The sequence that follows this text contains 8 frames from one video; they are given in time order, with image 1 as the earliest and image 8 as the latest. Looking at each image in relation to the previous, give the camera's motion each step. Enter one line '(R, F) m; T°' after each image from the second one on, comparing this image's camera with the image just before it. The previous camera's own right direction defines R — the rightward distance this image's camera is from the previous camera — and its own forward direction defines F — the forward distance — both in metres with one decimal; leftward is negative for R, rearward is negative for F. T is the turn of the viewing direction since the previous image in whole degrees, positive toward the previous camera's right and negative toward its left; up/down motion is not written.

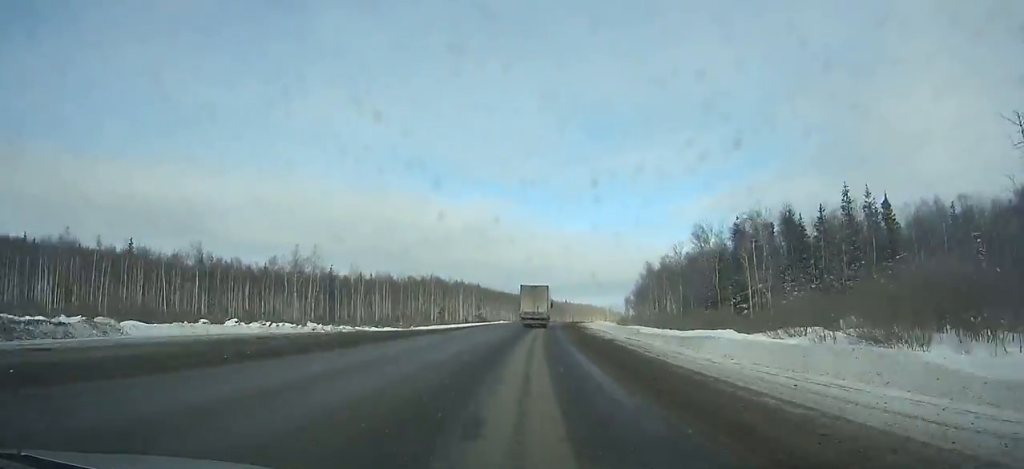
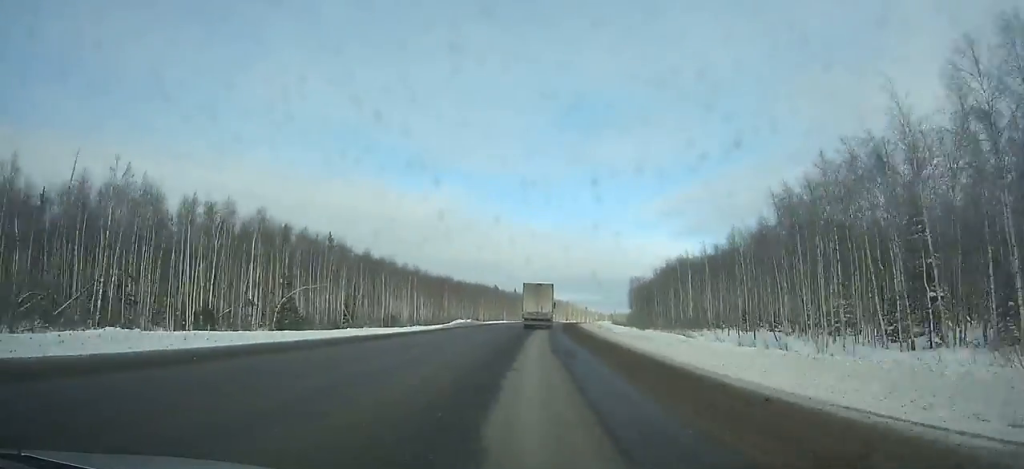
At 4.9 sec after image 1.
(+4.7, +112.9) m; +5°
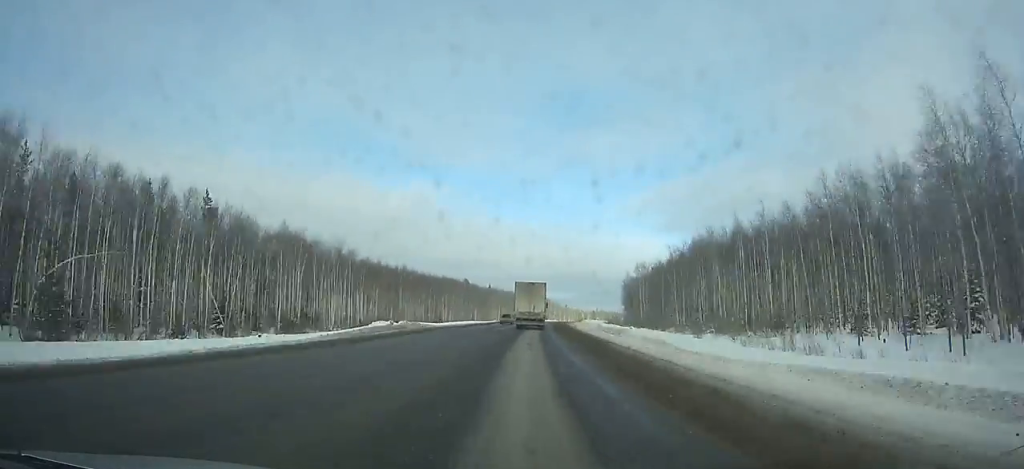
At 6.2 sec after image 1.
(+1.0, +29.9) m; +1°
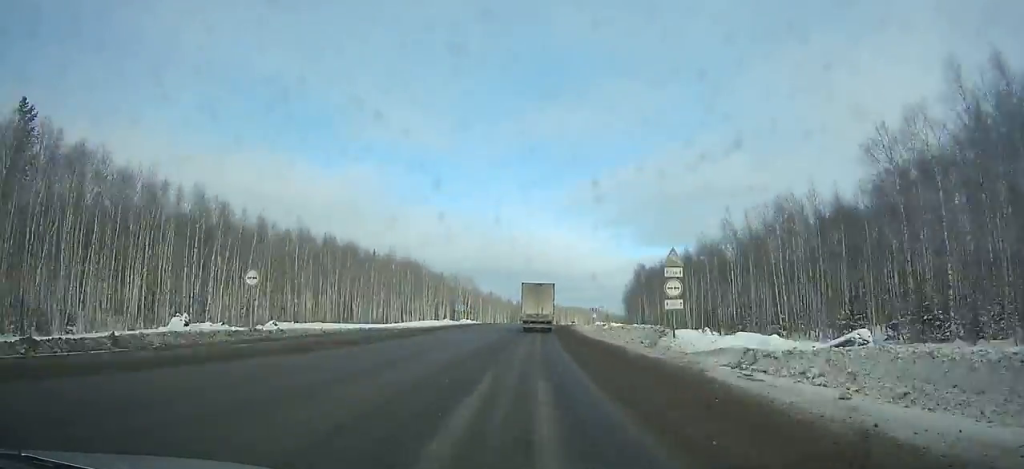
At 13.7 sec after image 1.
(+10.0, +169.8) m; +7°
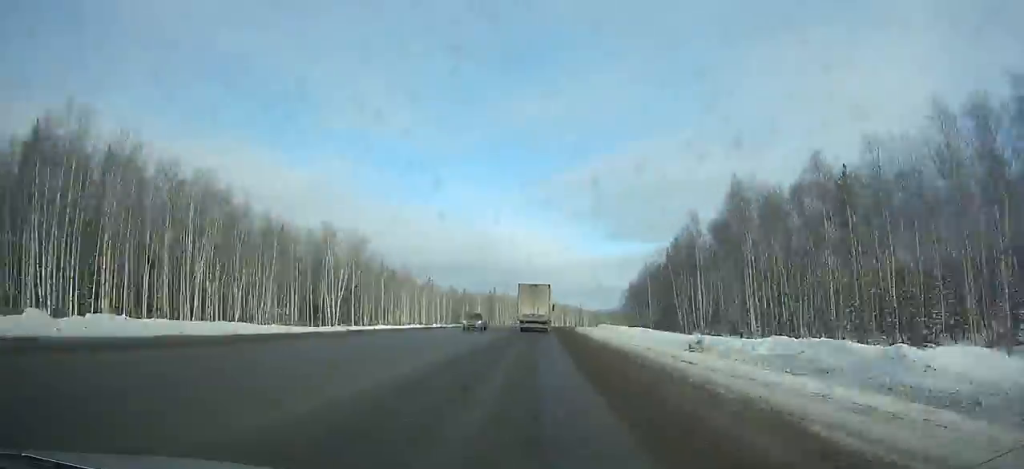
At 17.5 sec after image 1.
(+3.9, +83.6) m; +4°
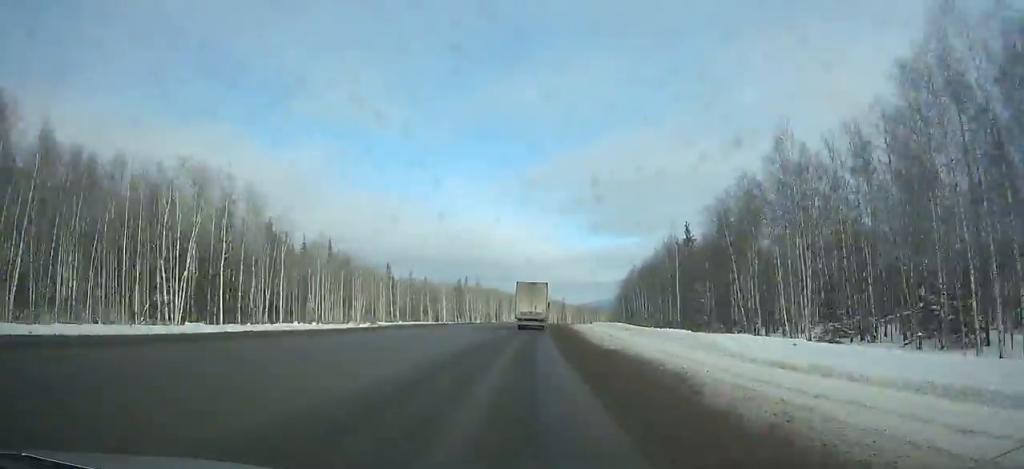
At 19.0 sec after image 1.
(+0.4, +32.8) m; +2°
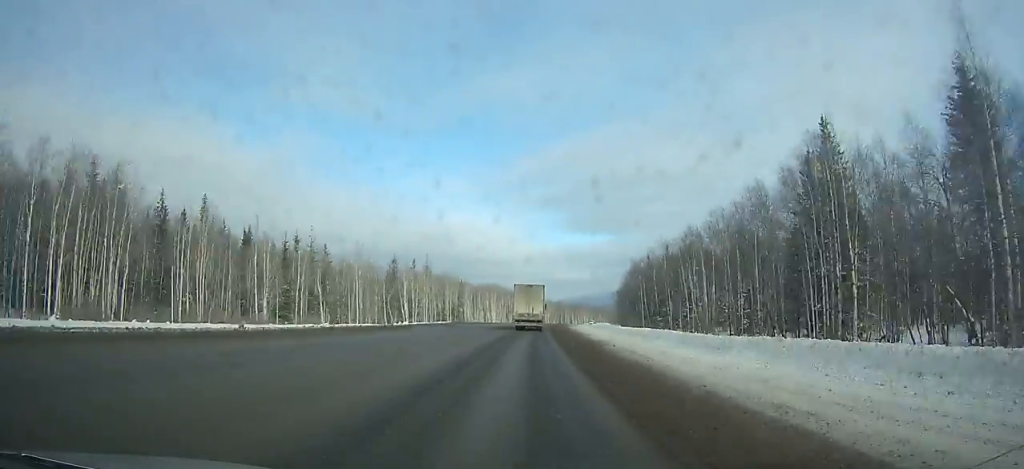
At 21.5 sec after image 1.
(+1.4, +54.7) m; +3°
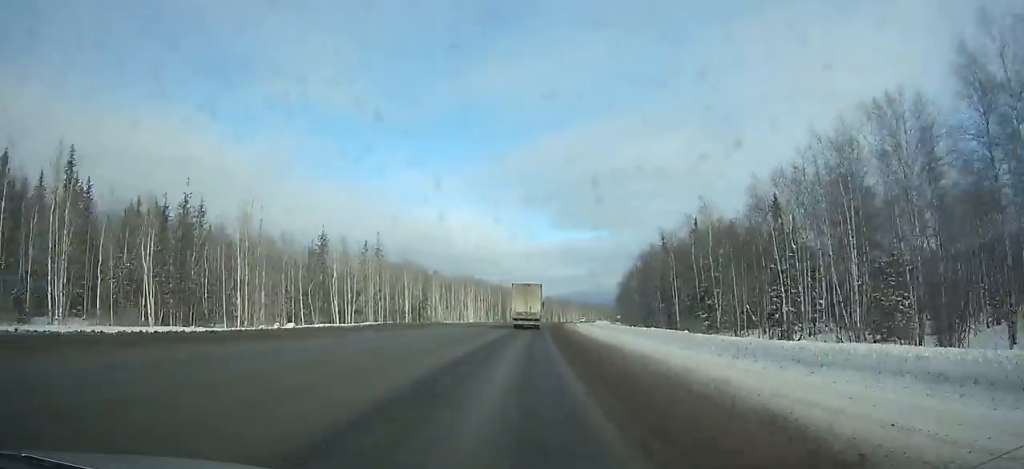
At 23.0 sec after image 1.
(+0.2, +32.8) m; +2°
